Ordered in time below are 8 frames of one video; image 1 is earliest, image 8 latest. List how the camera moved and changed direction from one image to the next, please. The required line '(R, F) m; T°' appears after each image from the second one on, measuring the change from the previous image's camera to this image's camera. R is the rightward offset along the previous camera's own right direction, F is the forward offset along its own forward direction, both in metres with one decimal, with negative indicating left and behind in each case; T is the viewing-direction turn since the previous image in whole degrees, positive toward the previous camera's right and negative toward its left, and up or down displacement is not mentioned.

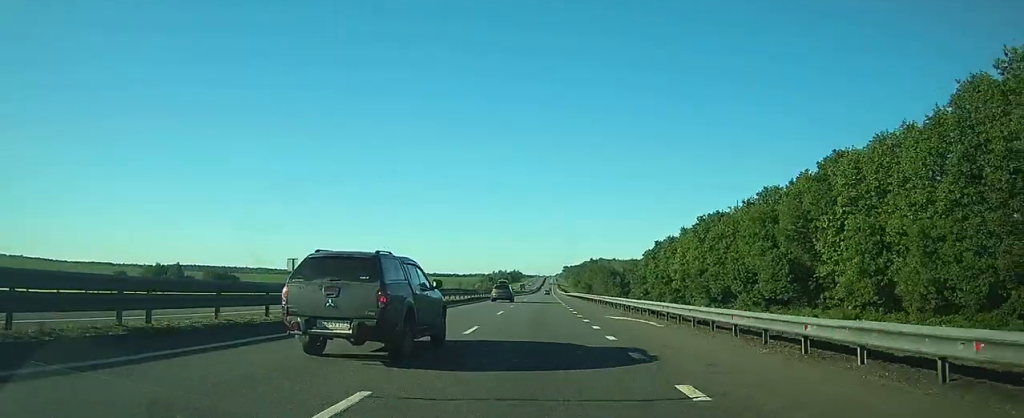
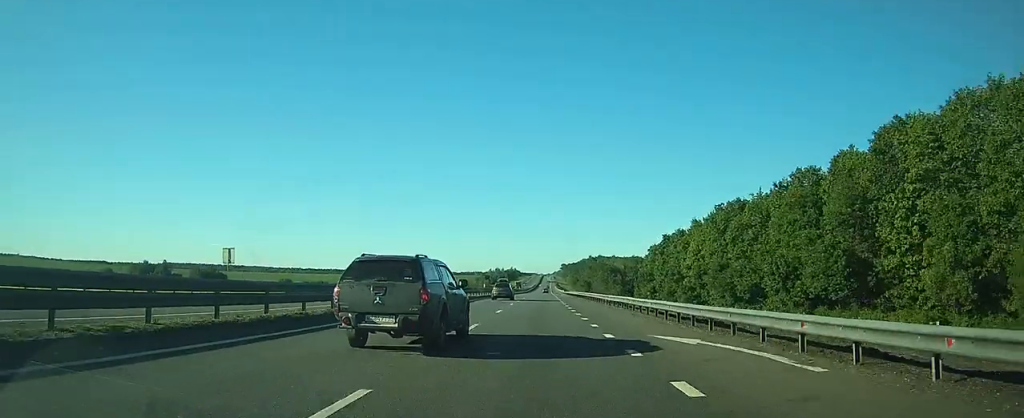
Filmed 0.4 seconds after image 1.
(+0.1, +12.0) m; 0°
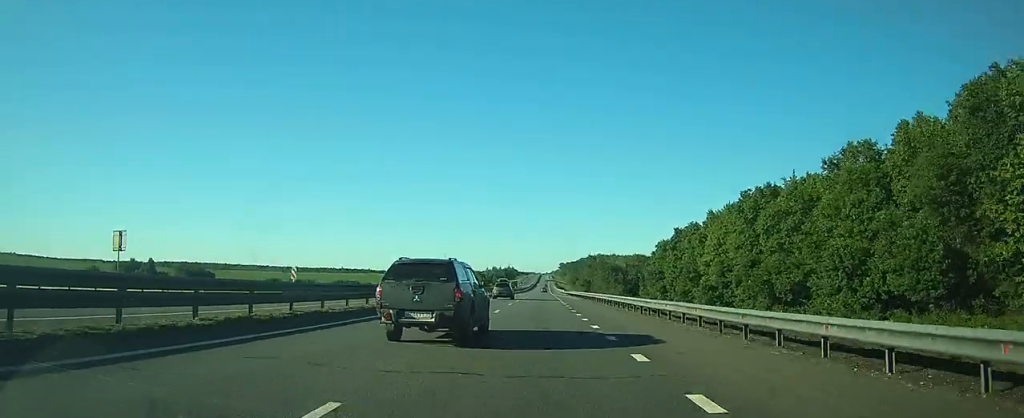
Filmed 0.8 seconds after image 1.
(0.0, +12.9) m; 0°
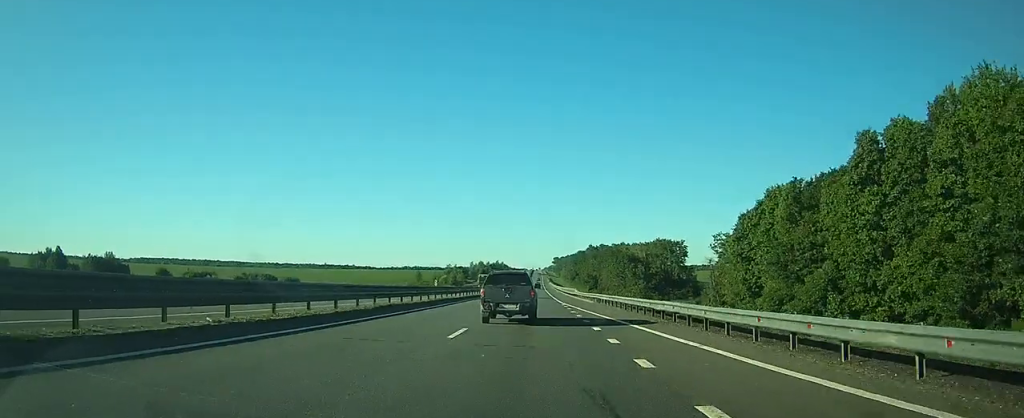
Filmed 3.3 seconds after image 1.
(+0.6, +73.6) m; +1°
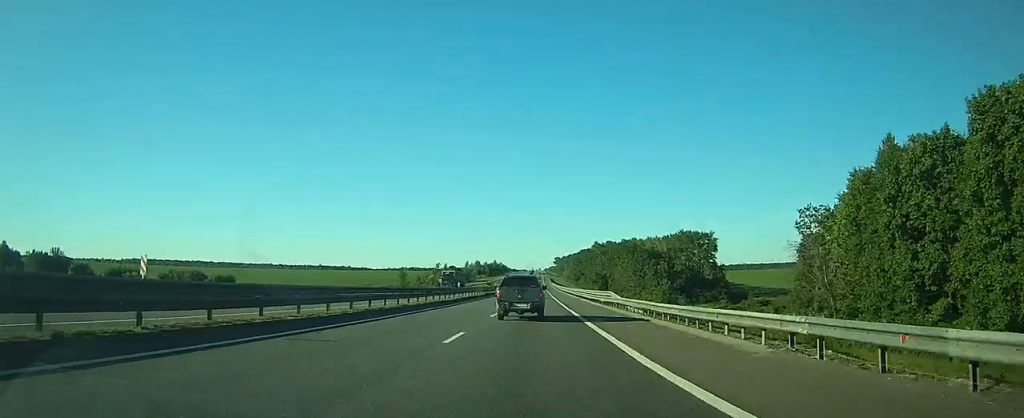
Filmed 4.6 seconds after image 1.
(+0.1, +37.5) m; 0°
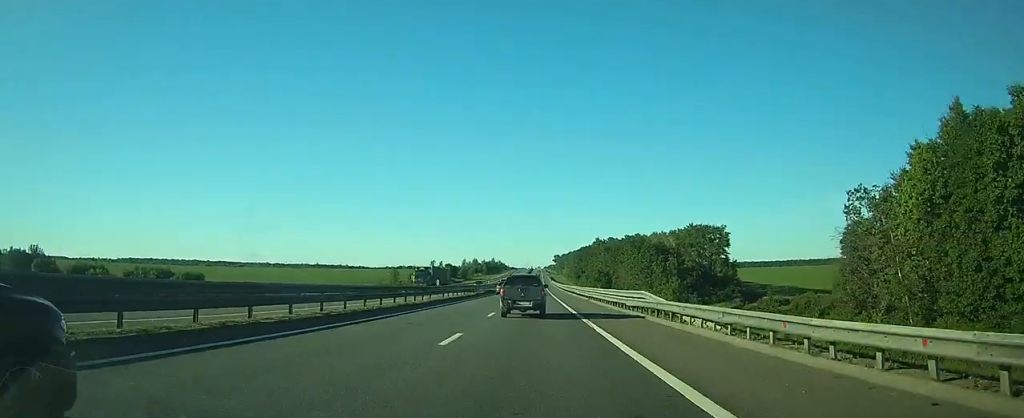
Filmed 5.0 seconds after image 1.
(0.0, +12.8) m; 0°
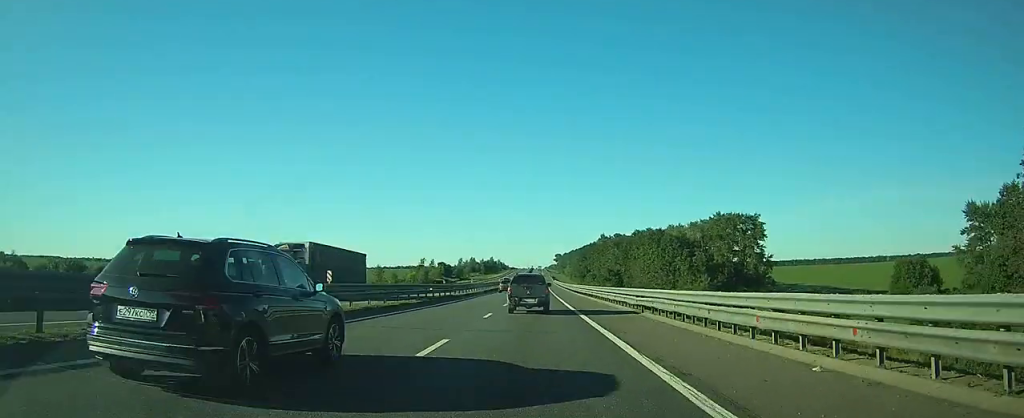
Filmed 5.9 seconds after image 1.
(0.0, +26.5) m; 0°
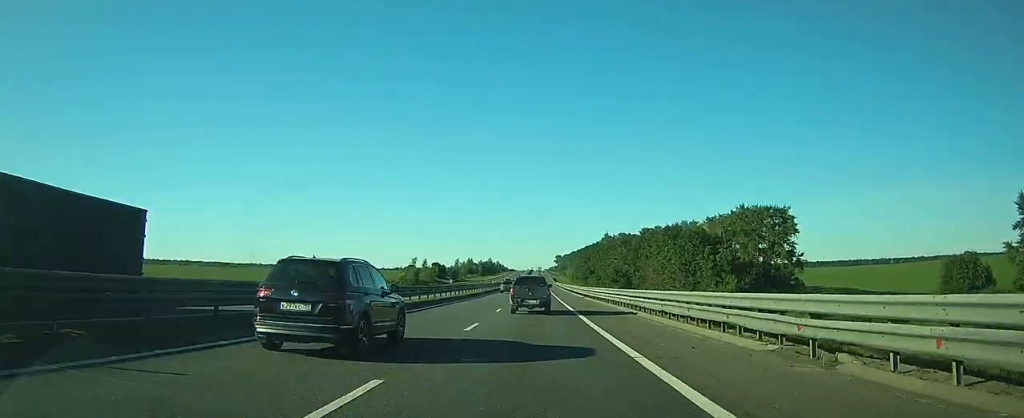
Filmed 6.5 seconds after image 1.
(0.0, +17.7) m; 0°
